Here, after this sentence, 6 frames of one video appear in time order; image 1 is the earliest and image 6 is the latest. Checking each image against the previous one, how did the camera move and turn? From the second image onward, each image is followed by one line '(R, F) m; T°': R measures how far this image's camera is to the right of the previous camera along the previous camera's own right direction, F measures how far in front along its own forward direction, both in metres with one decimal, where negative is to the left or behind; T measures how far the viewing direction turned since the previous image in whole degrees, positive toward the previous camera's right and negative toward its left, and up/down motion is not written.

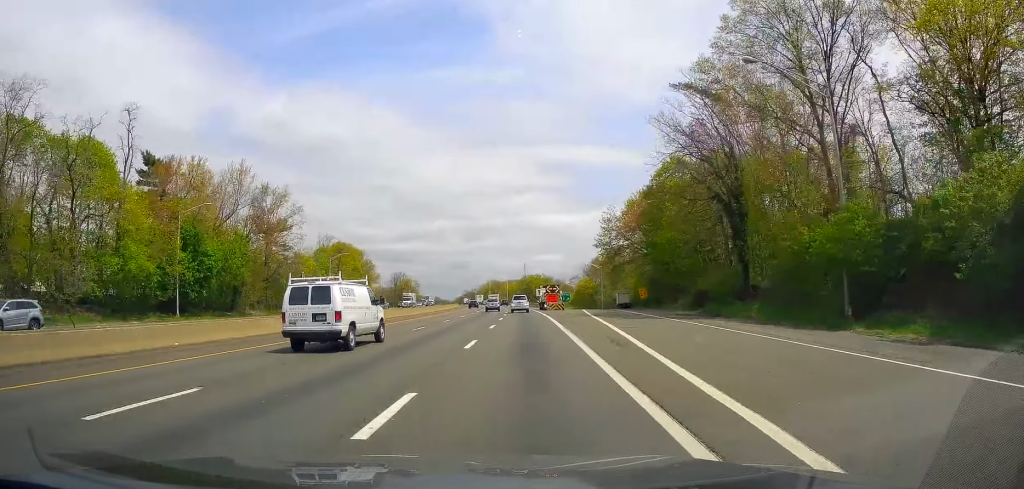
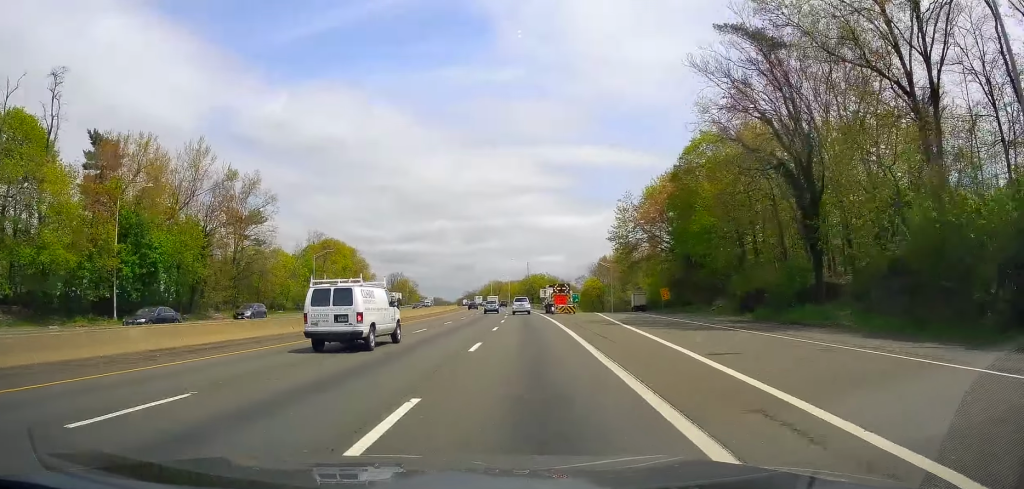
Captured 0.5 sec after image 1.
(-0.1, +12.5) m; +1°
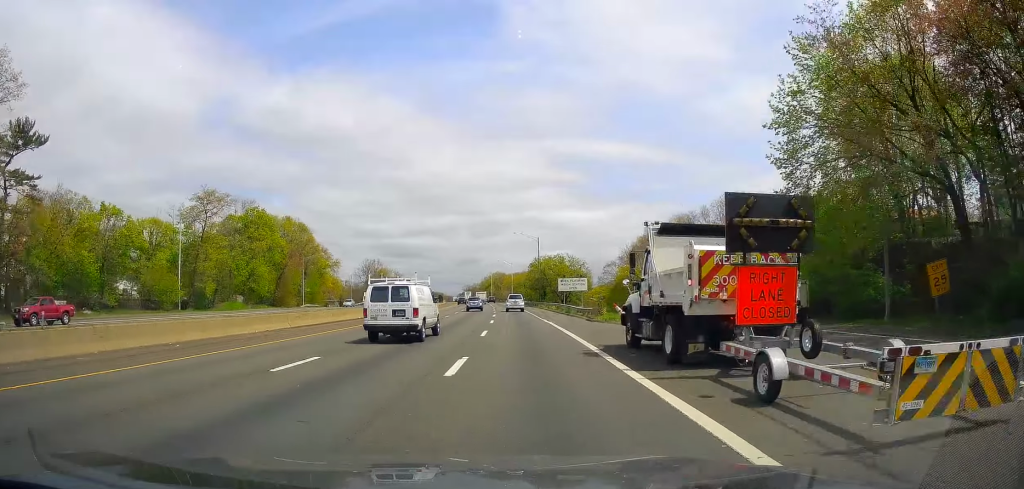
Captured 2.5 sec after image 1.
(-0.6, +54.9) m; -2°
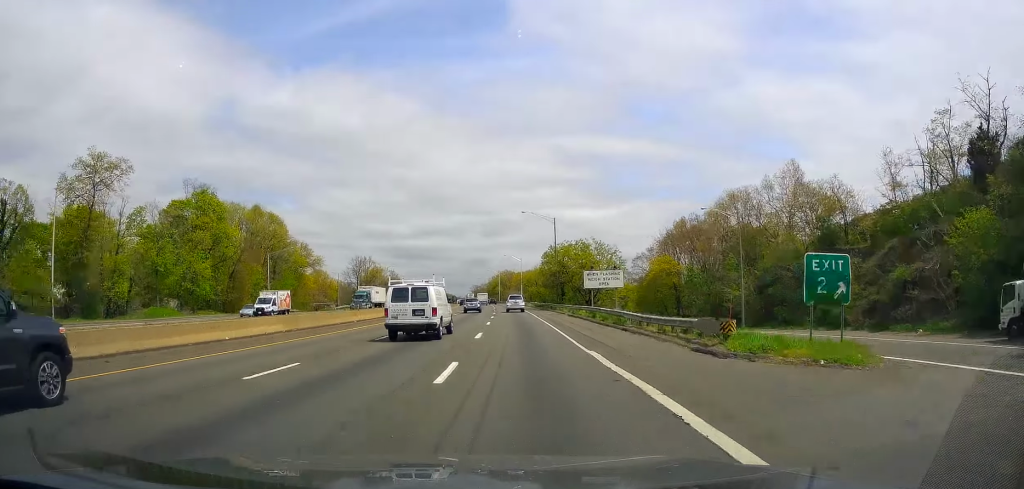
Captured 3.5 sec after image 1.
(+0.1, +25.9) m; +1°
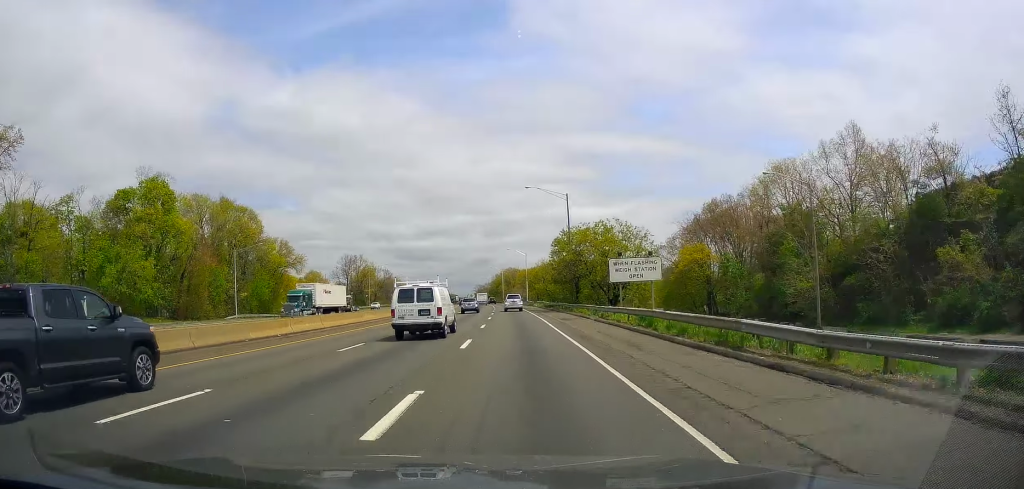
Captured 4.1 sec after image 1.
(+0.1, +16.8) m; 0°
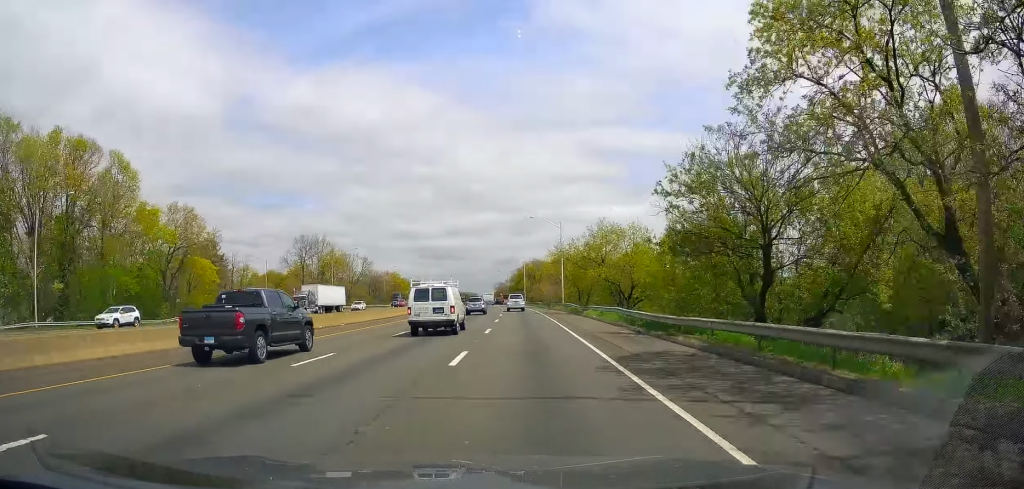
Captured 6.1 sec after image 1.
(-1.4, +53.7) m; -3°
